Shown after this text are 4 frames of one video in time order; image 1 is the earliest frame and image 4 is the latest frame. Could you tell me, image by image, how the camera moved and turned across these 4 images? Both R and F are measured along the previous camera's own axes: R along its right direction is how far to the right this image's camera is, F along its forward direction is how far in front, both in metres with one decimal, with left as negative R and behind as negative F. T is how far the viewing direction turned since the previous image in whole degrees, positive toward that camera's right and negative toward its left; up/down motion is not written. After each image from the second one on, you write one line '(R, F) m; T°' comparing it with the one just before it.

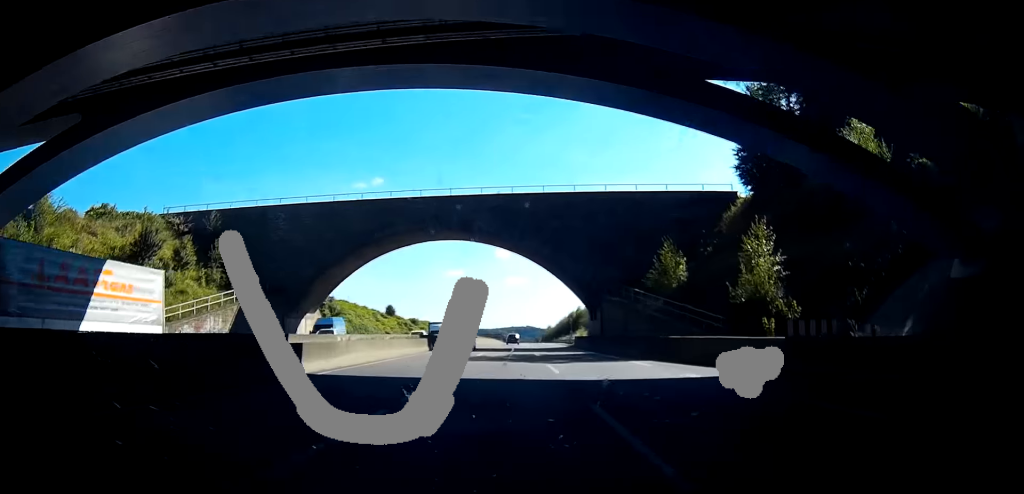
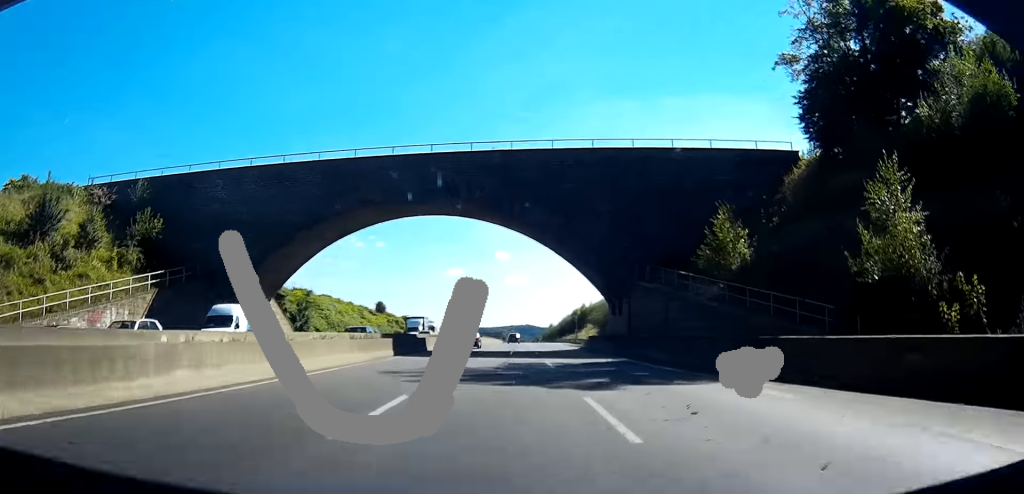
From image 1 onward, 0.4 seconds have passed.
(0.0, +15.4) m; 0°
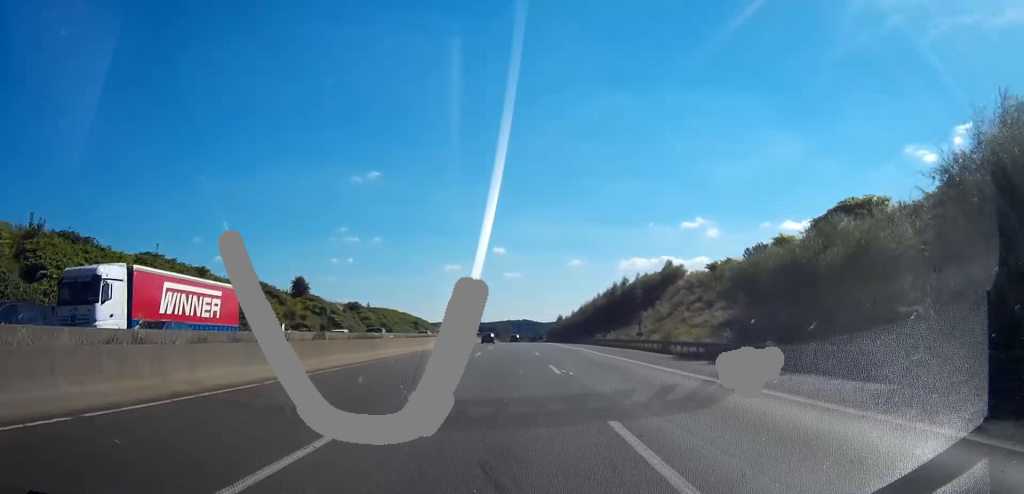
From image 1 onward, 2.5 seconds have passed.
(0.0, +77.1) m; +1°
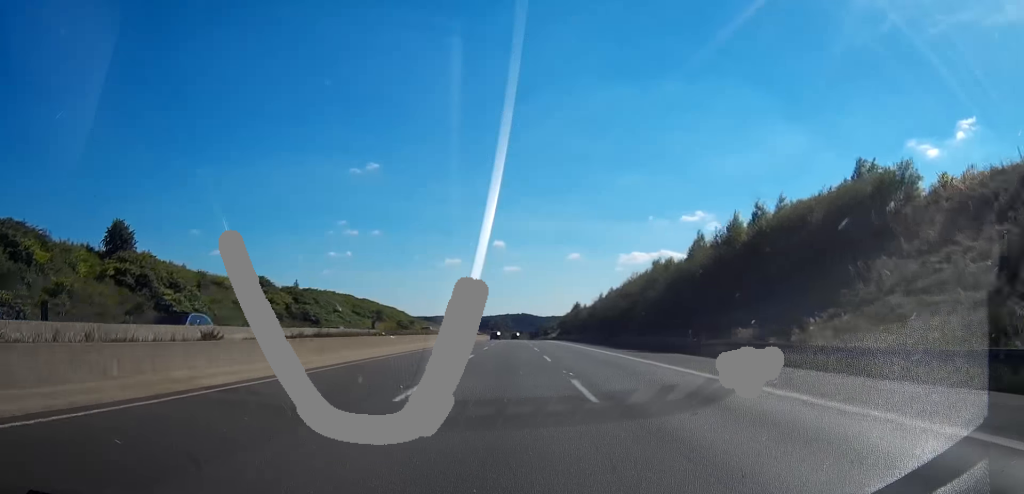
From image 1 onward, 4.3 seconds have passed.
(+0.6, +65.1) m; 0°
